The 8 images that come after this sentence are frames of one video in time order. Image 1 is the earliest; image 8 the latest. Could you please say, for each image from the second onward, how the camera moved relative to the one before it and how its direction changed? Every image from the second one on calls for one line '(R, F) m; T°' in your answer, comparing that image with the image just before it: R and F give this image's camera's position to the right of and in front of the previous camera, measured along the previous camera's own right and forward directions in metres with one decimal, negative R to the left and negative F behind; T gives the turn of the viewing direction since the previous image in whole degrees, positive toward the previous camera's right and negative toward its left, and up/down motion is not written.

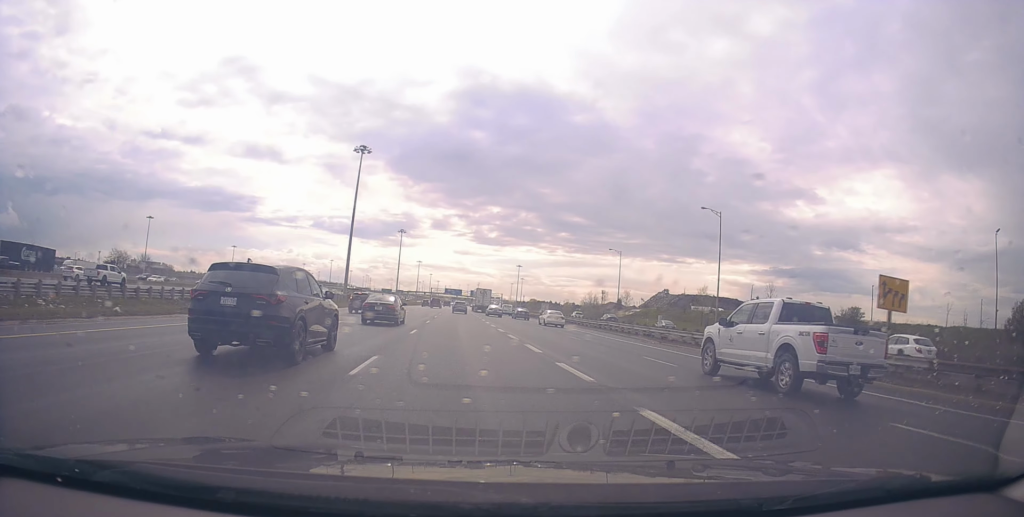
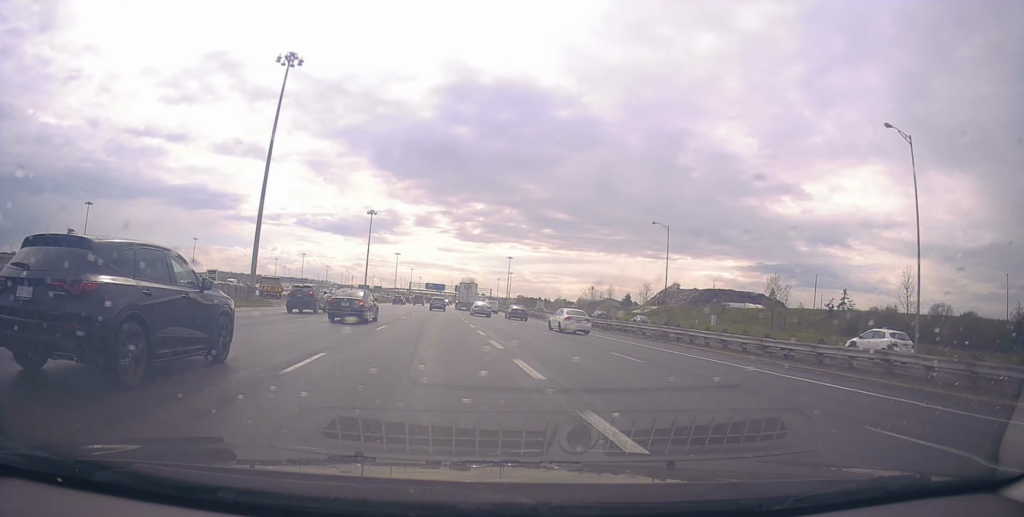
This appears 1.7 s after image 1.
(+0.7, +37.1) m; +2°
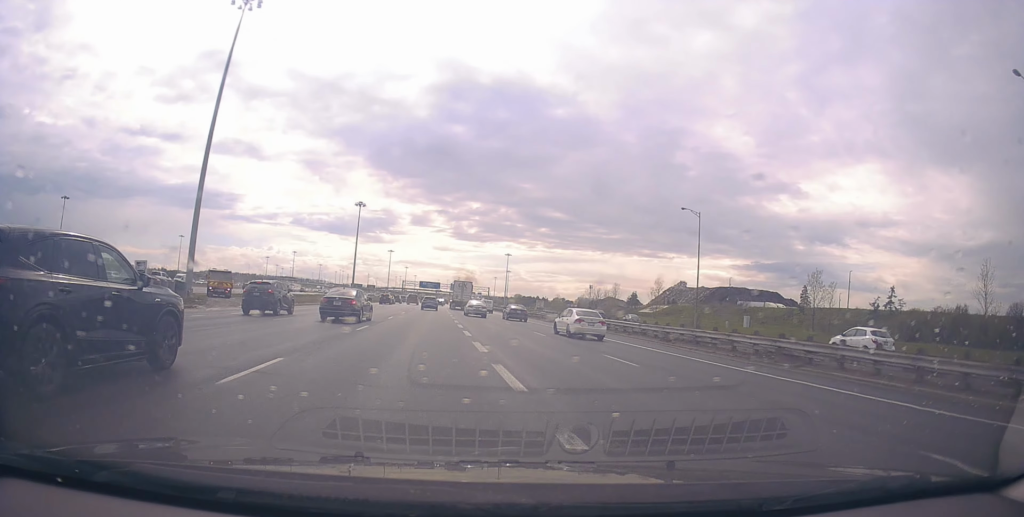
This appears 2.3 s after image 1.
(0.0, +14.0) m; 0°
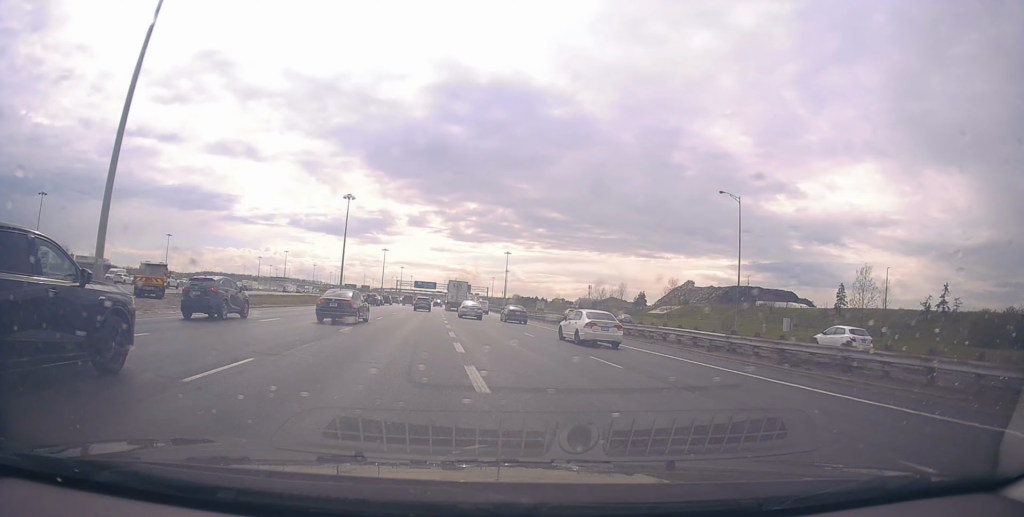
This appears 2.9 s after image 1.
(-0.1, +12.7) m; 0°
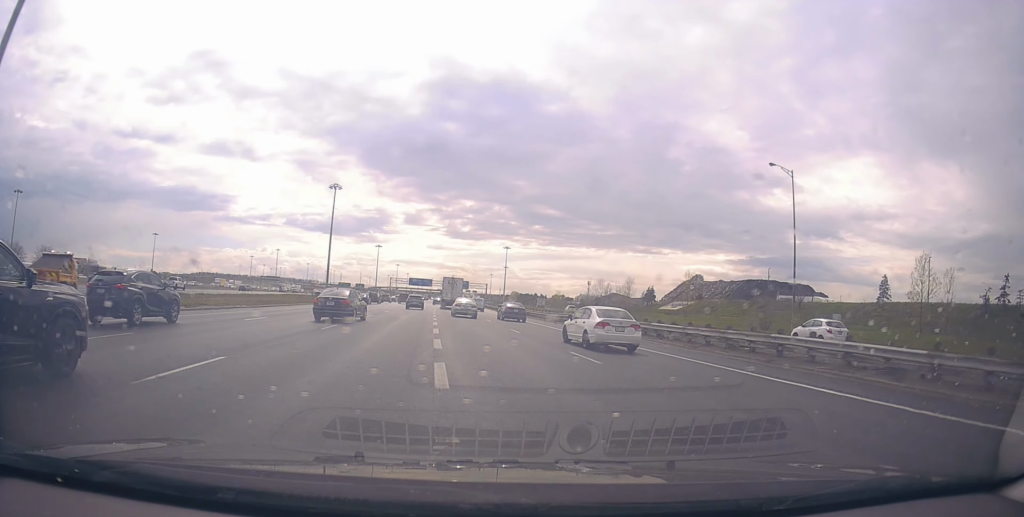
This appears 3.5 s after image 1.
(+0.2, +12.1) m; 0°
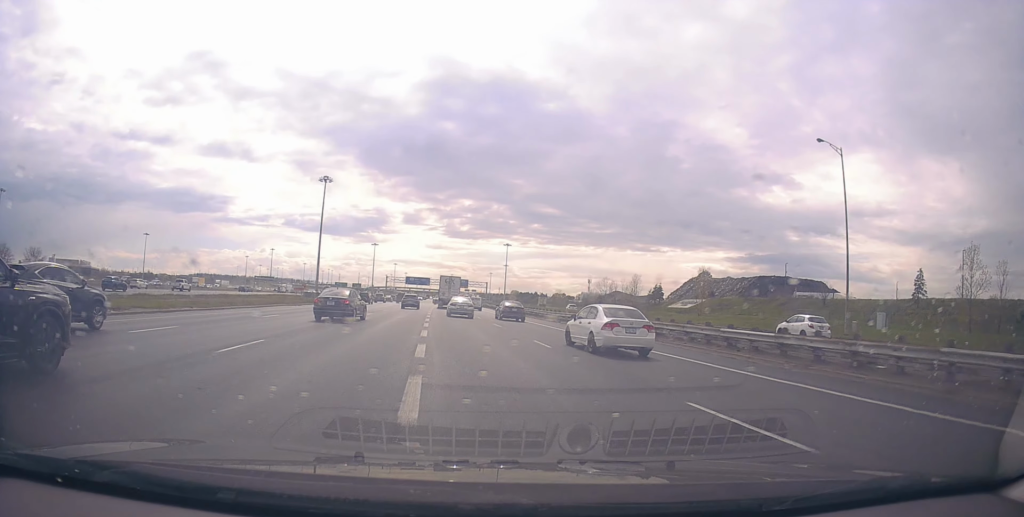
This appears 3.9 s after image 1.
(+0.1, +8.3) m; 0°
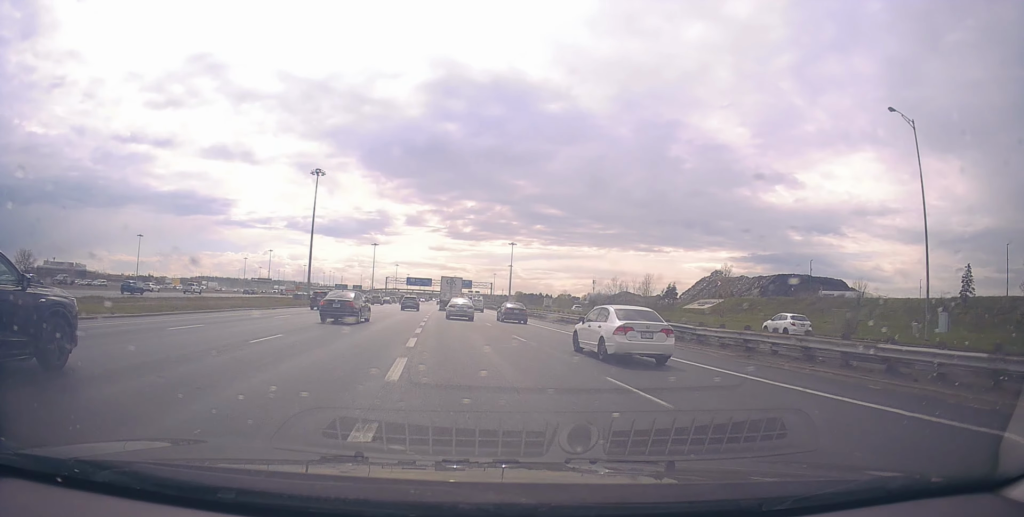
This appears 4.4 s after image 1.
(-0.1, +9.9) m; 0°
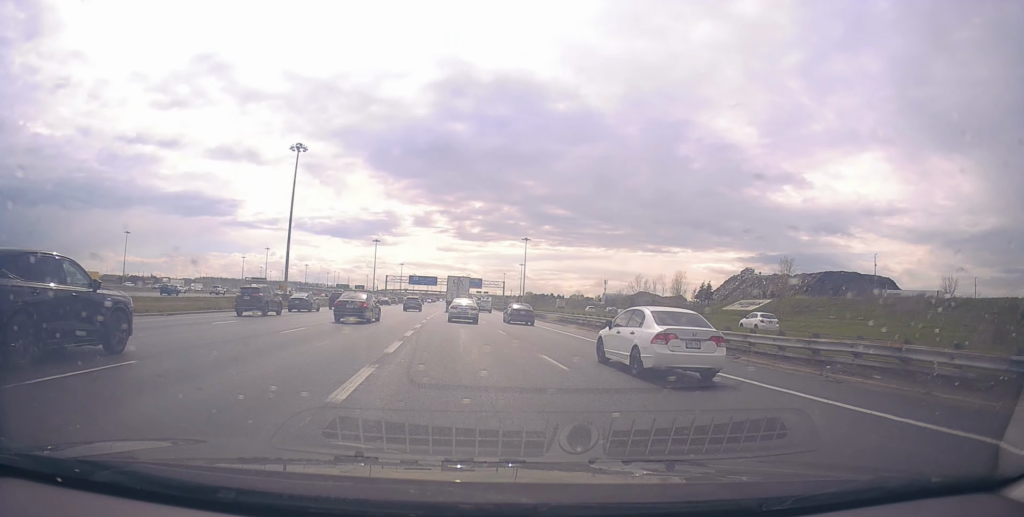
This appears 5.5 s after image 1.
(+0.1, +20.1) m; -1°
